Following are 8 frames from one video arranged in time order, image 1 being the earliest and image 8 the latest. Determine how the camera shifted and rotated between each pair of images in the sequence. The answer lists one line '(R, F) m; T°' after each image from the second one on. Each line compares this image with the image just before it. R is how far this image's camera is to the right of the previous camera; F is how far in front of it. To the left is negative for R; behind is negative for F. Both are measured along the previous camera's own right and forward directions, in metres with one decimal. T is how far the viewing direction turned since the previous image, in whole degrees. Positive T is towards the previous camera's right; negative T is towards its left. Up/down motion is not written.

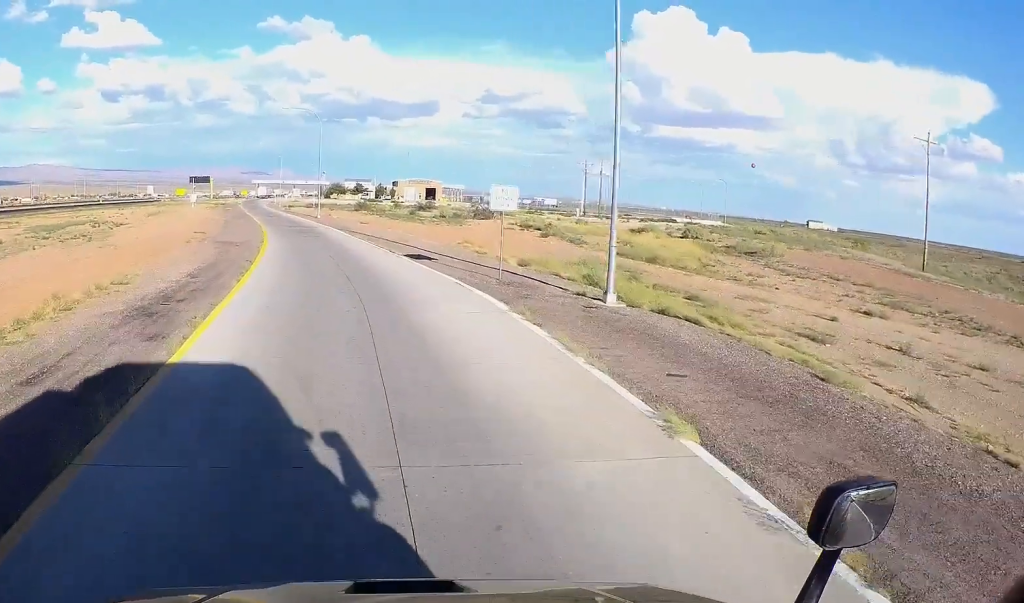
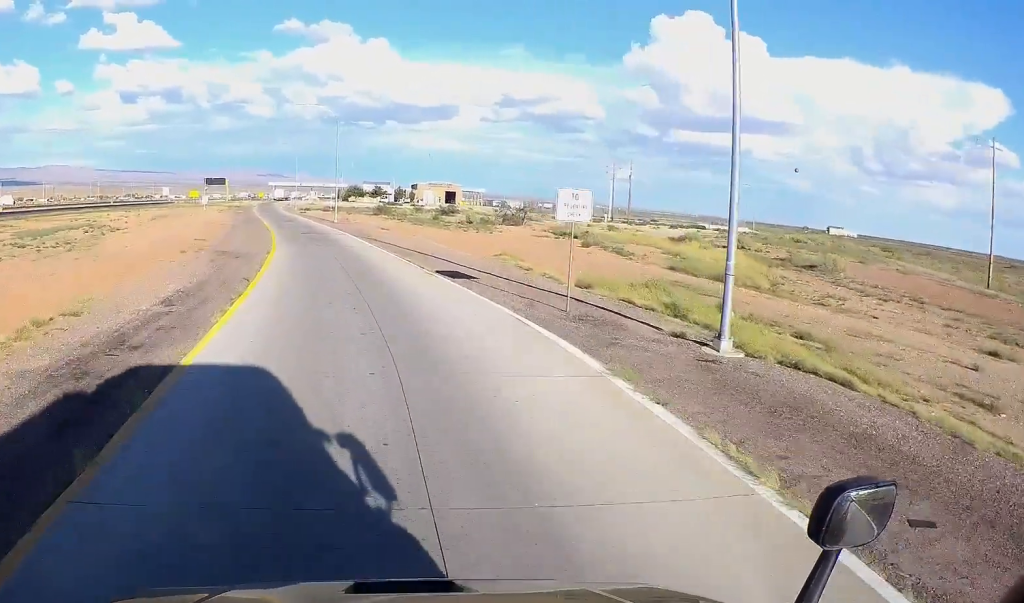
(-0.2, +5.6) m; -2°
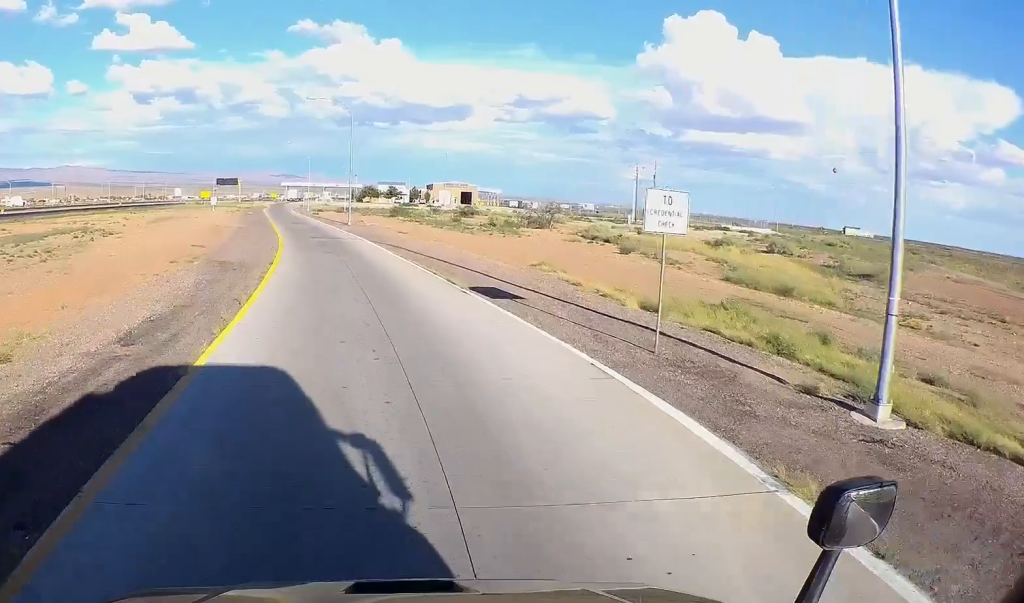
(0.0, +4.6) m; 0°
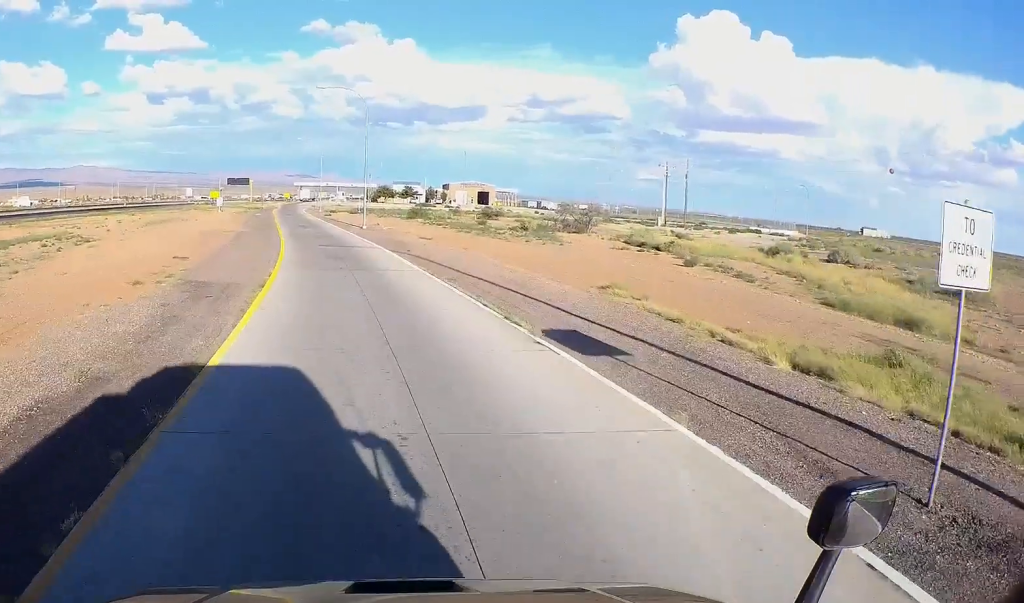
(0.0, +7.0) m; 0°
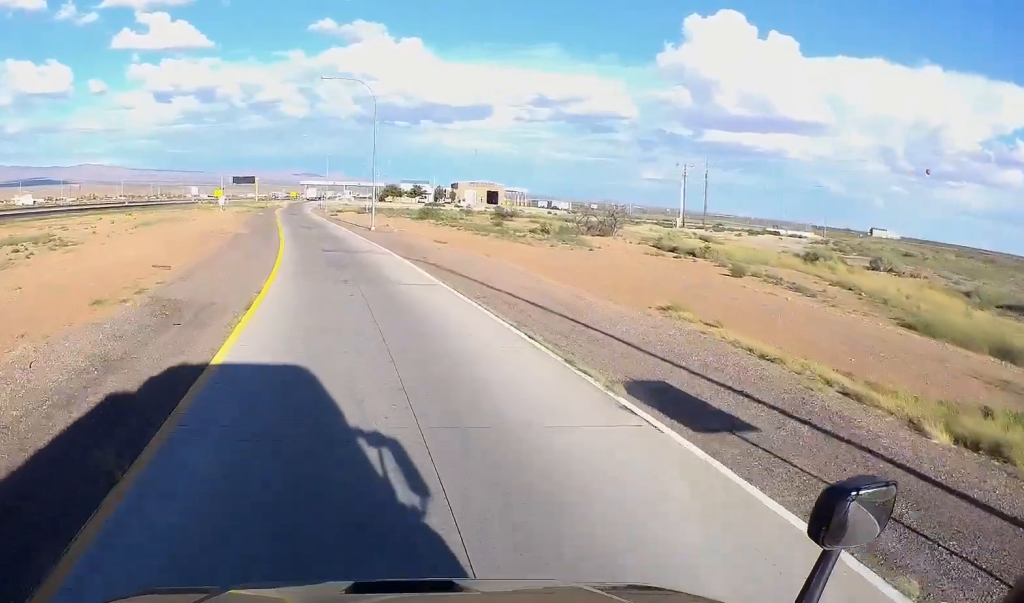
(0.0, +4.4) m; 0°
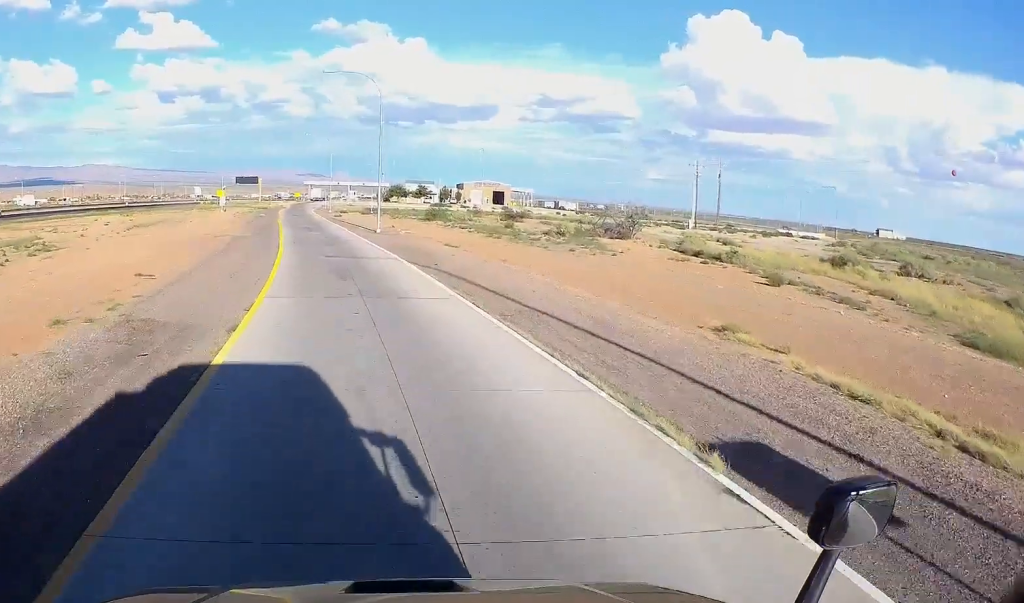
(0.0, +2.9) m; 0°
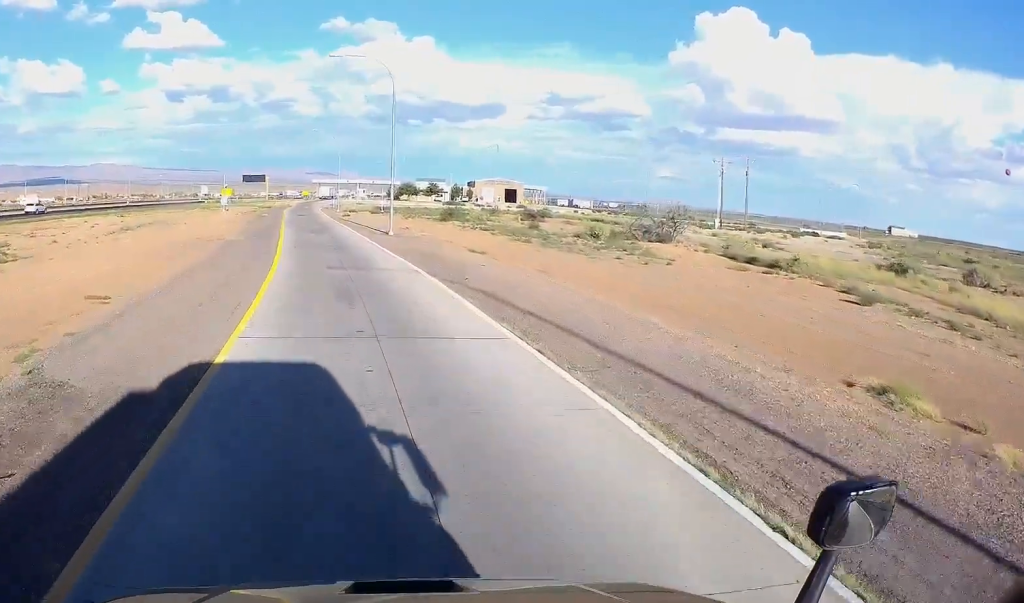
(0.0, +5.6) m; 0°
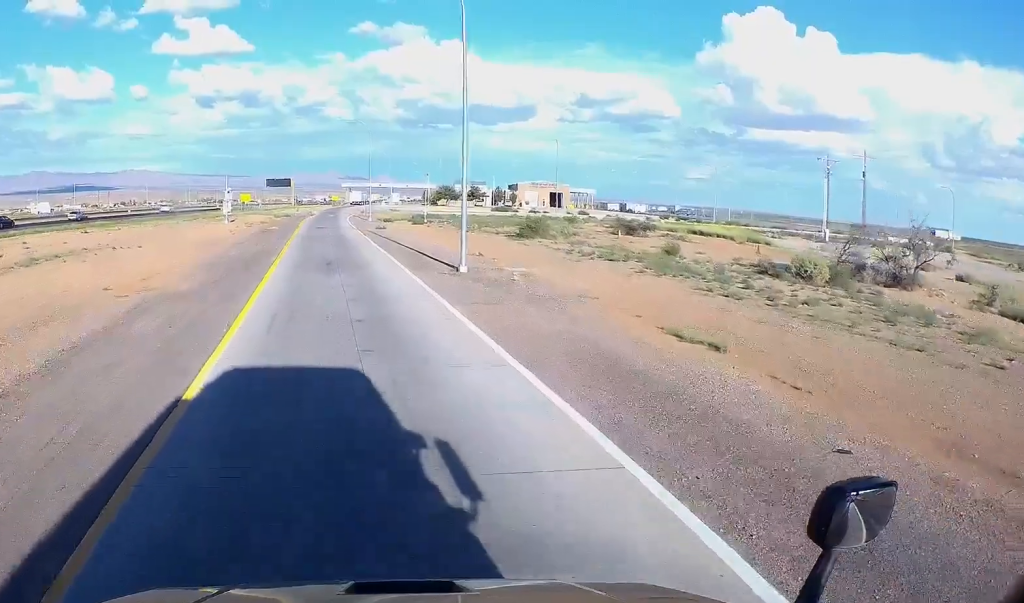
(0.0, +20.1) m; -1°
